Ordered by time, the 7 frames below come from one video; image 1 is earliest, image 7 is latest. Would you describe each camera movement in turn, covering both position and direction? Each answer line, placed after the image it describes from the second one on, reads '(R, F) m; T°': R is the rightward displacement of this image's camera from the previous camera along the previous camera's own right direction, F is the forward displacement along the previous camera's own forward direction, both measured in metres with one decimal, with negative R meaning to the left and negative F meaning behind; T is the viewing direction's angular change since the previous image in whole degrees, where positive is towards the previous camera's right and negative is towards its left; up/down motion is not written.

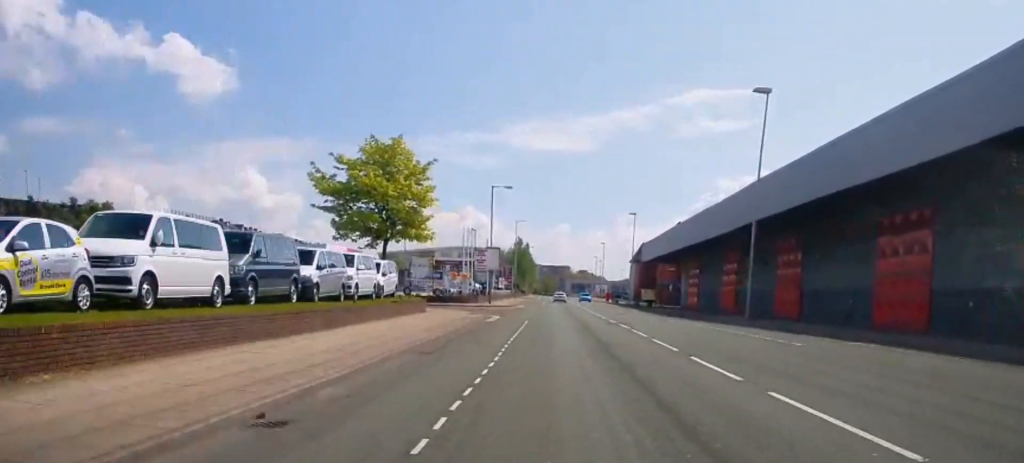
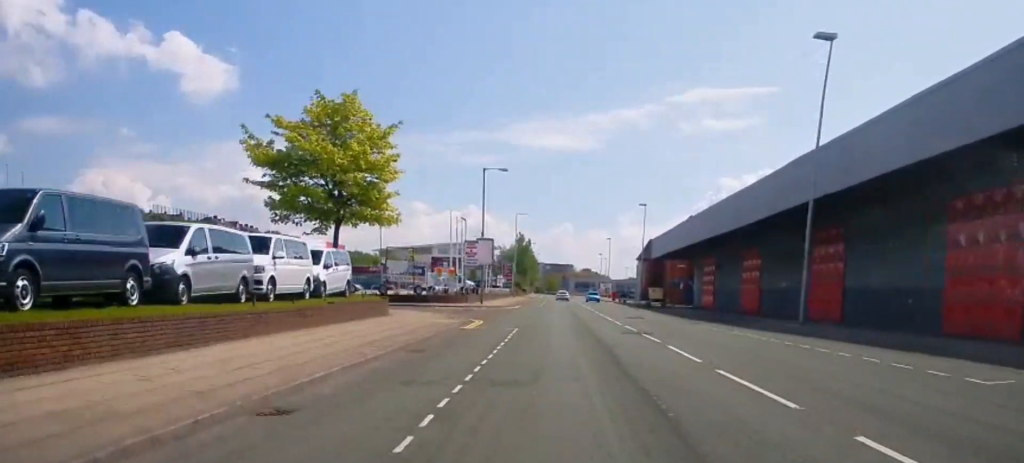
(-0.2, +9.6) m; -1°
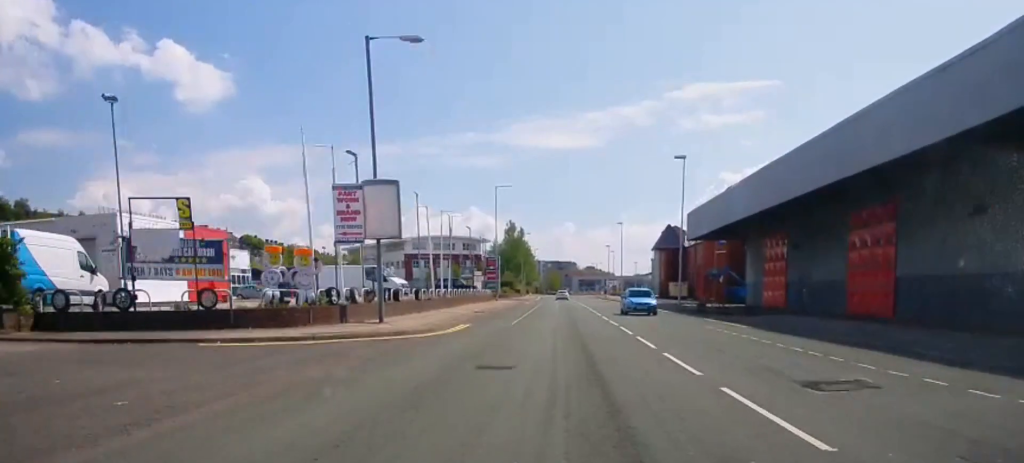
(-0.3, +31.5) m; 0°
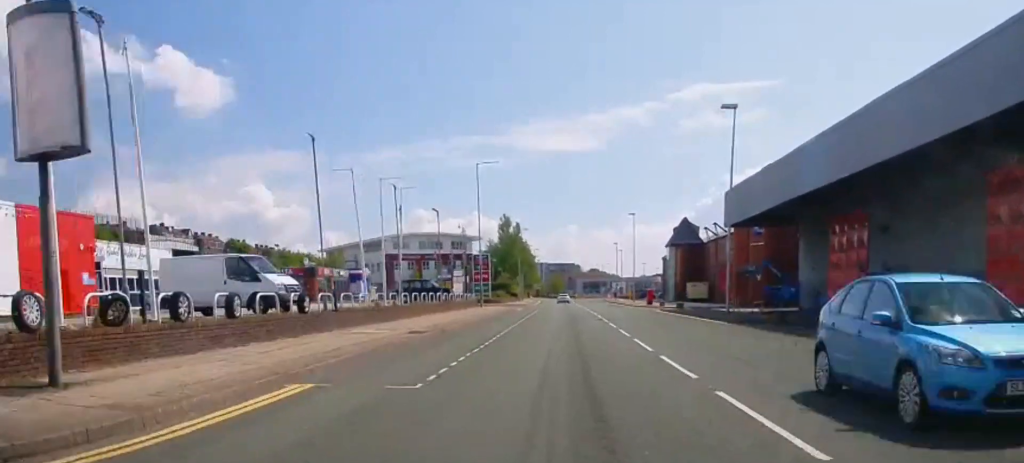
(+0.2, +18.6) m; 0°
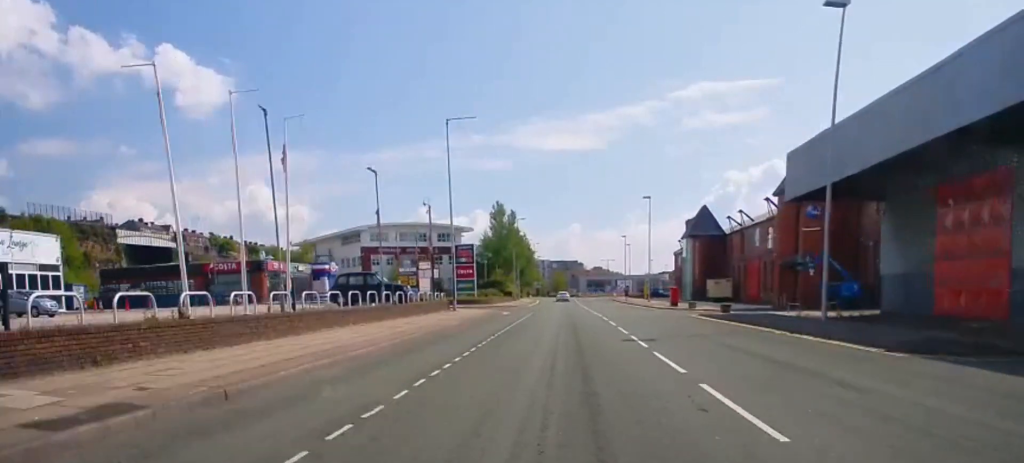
(-0.3, +17.1) m; -1°
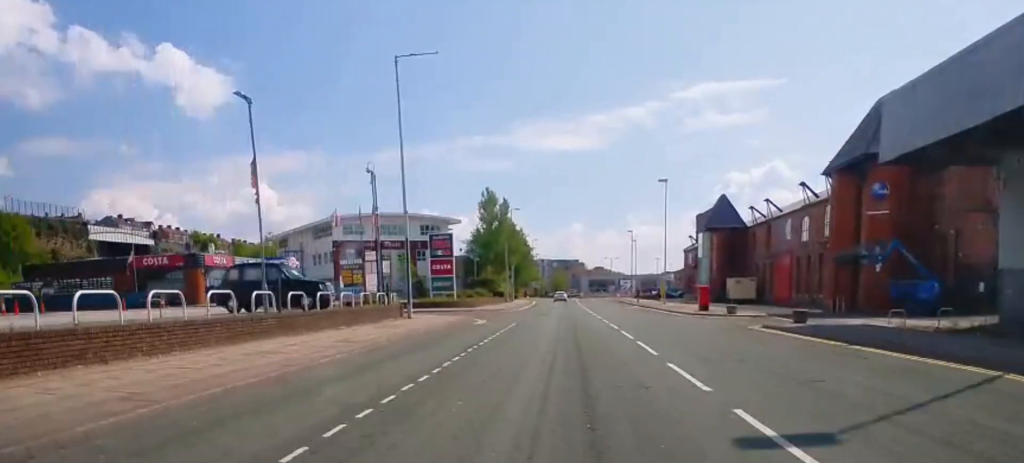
(-0.1, +14.4) m; +1°
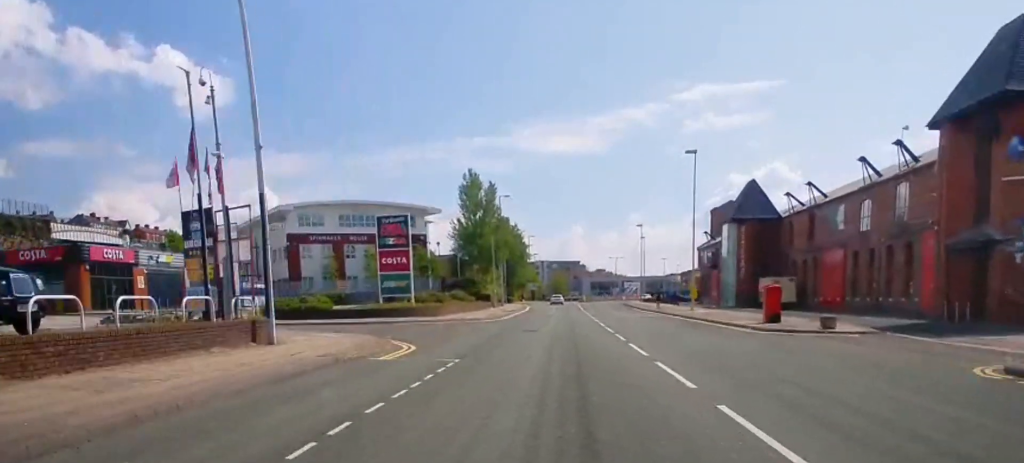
(+0.4, +17.2) m; +1°
